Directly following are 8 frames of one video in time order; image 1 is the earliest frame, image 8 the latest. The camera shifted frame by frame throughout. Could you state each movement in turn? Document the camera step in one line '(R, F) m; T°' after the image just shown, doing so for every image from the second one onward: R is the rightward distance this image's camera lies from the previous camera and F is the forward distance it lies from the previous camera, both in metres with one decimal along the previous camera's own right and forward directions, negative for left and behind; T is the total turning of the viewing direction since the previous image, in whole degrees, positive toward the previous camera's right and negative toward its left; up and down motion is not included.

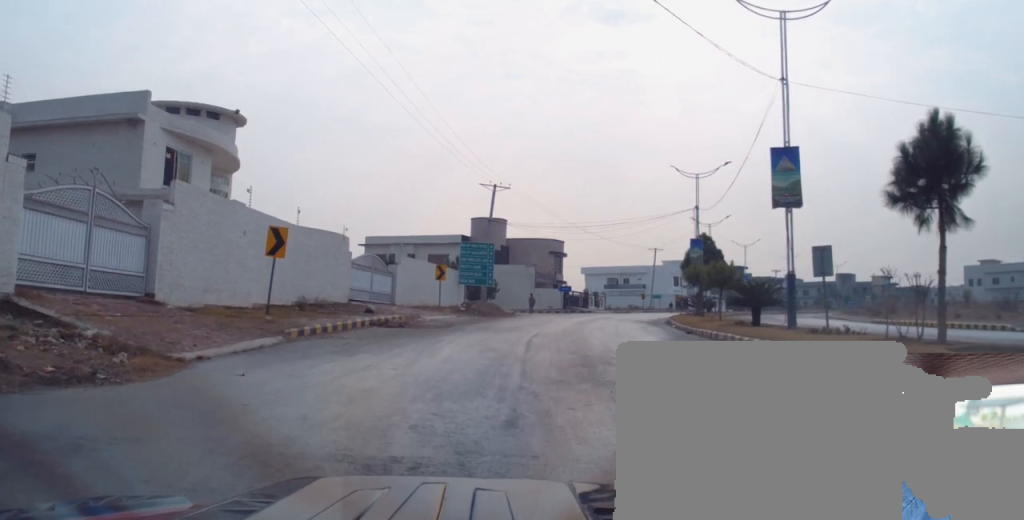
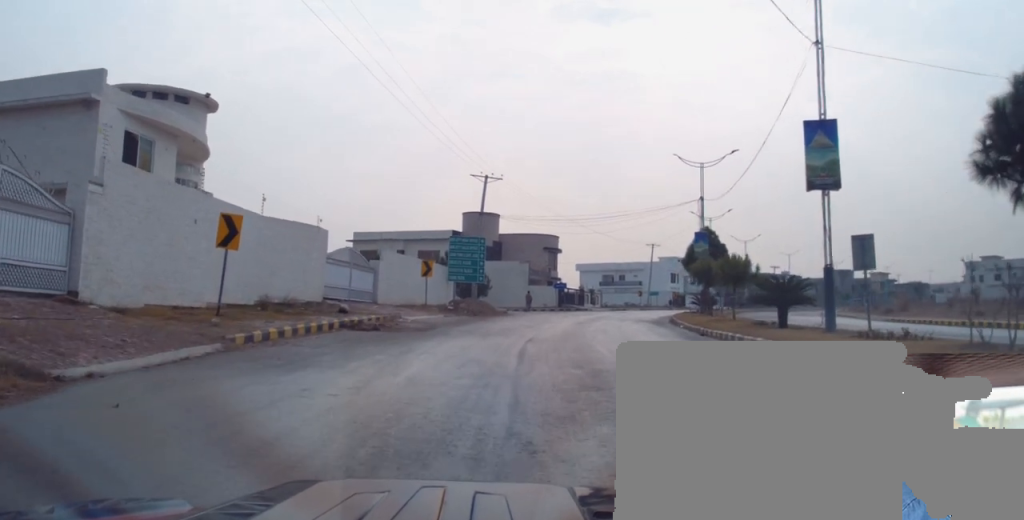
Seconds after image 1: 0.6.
(-0.2, +3.3) m; 0°
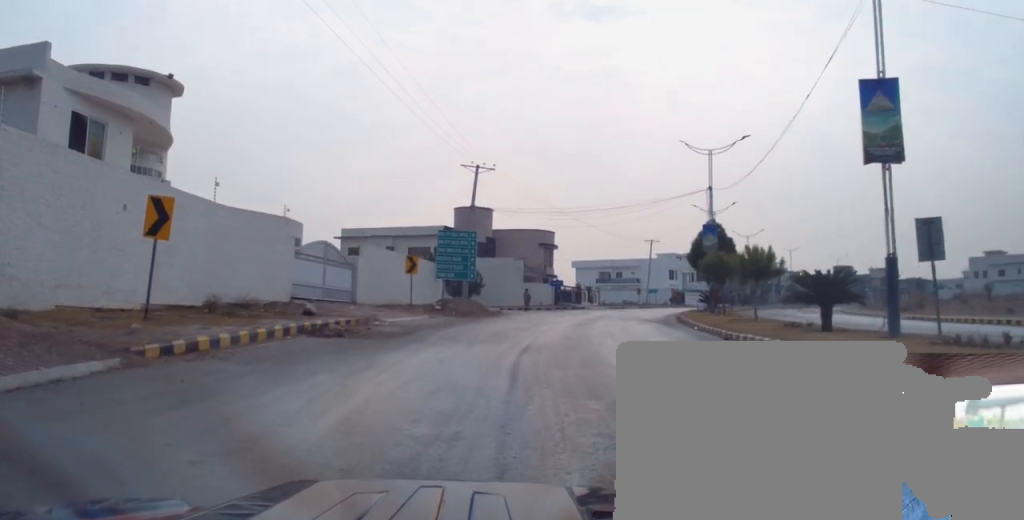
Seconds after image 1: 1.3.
(+0.1, +3.6) m; 0°
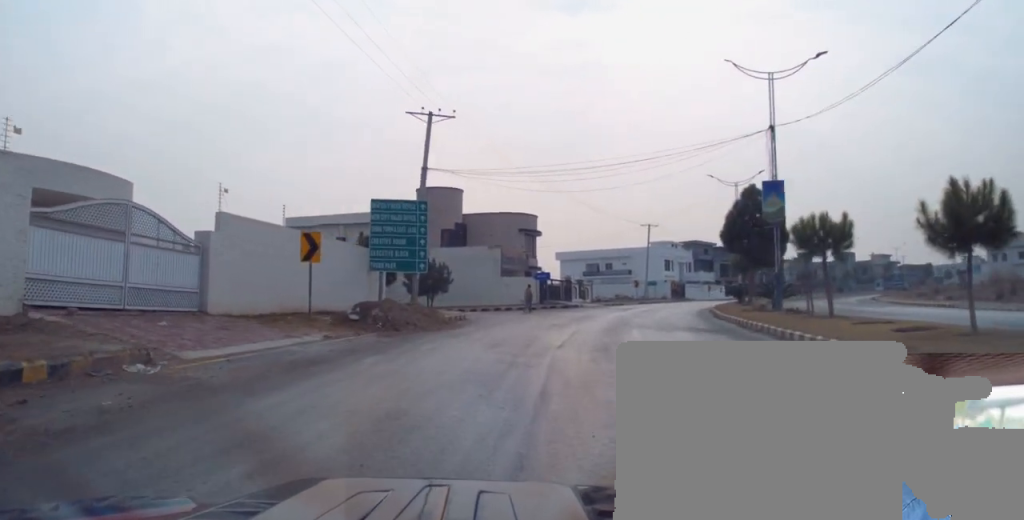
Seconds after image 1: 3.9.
(-0.4, +14.5) m; +1°
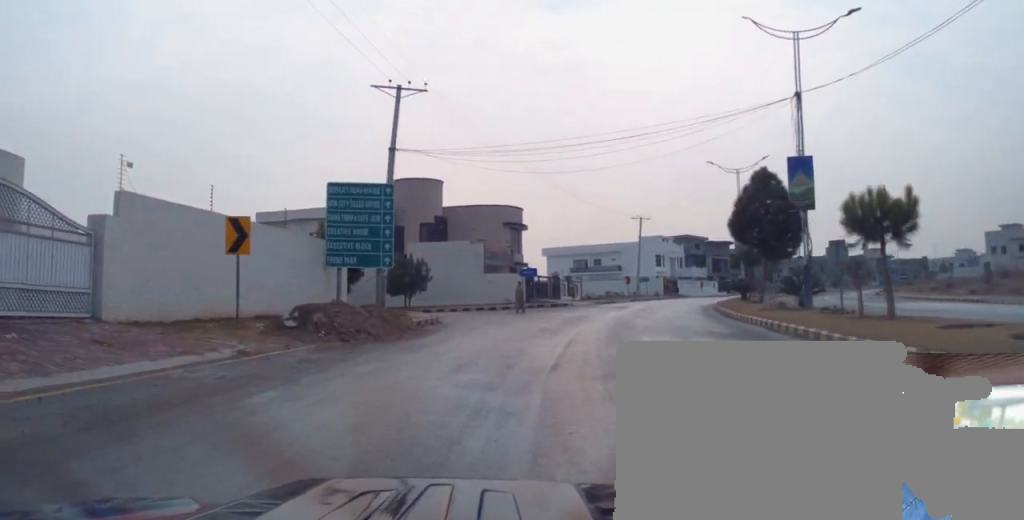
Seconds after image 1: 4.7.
(+0.3, +4.7) m; 0°
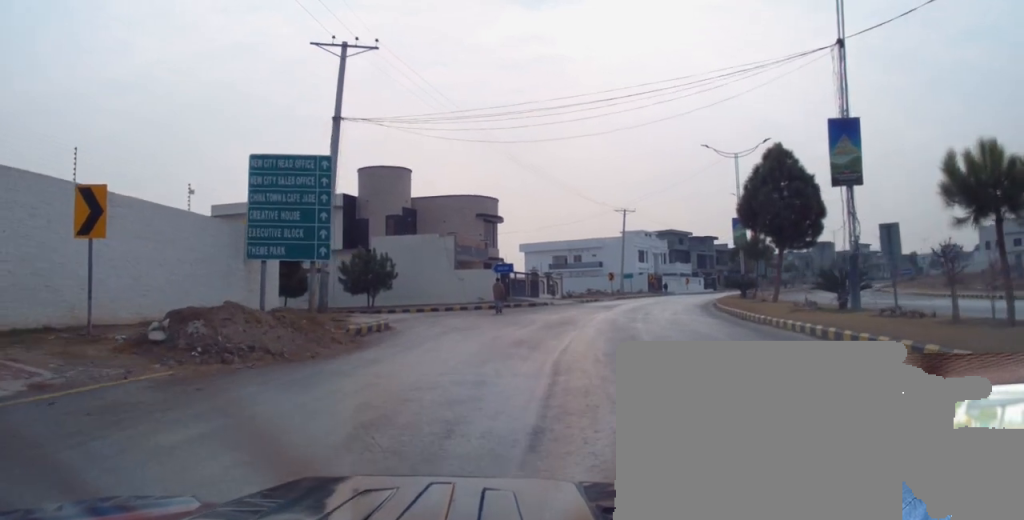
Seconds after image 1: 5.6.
(-0.2, +5.6) m; +2°
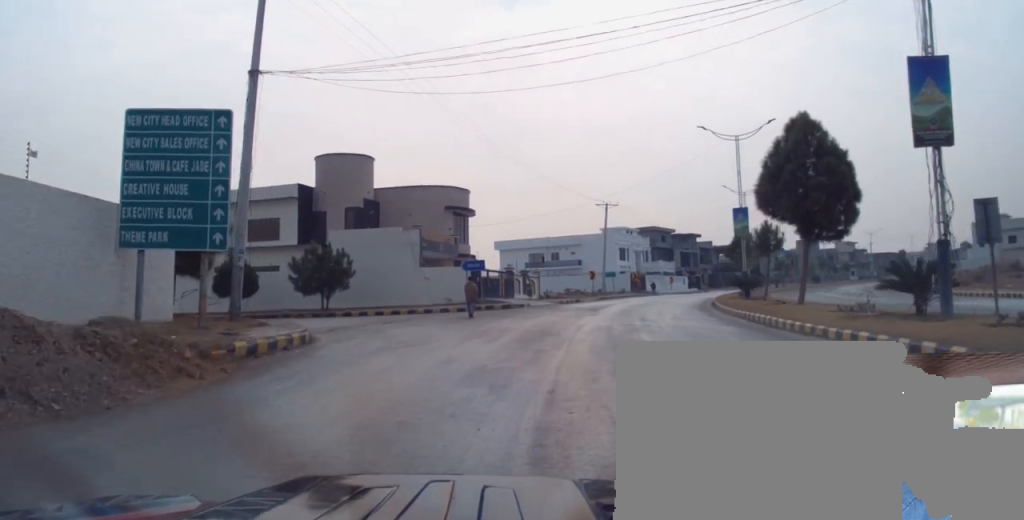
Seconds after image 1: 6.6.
(+0.4, +5.6) m; +3°
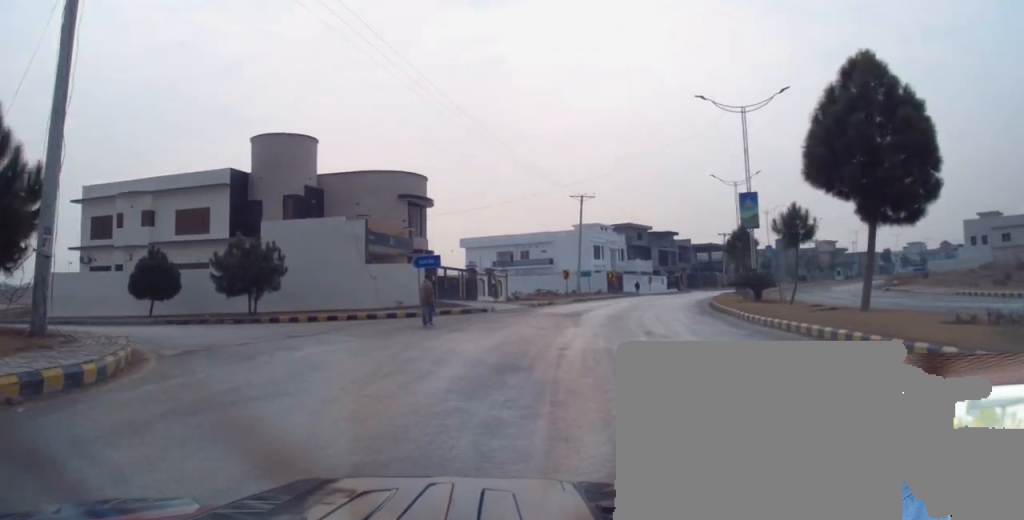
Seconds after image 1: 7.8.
(-0.1, +7.5) m; +1°
